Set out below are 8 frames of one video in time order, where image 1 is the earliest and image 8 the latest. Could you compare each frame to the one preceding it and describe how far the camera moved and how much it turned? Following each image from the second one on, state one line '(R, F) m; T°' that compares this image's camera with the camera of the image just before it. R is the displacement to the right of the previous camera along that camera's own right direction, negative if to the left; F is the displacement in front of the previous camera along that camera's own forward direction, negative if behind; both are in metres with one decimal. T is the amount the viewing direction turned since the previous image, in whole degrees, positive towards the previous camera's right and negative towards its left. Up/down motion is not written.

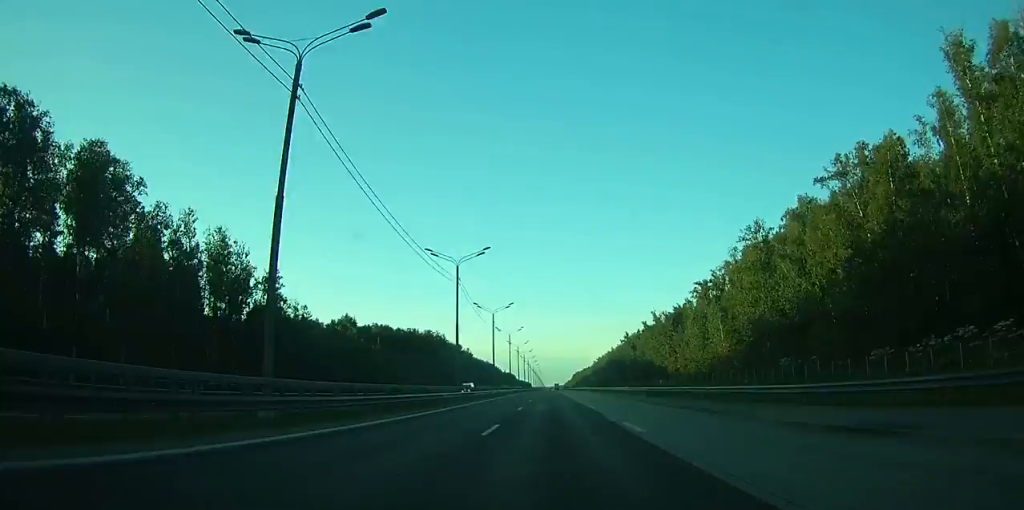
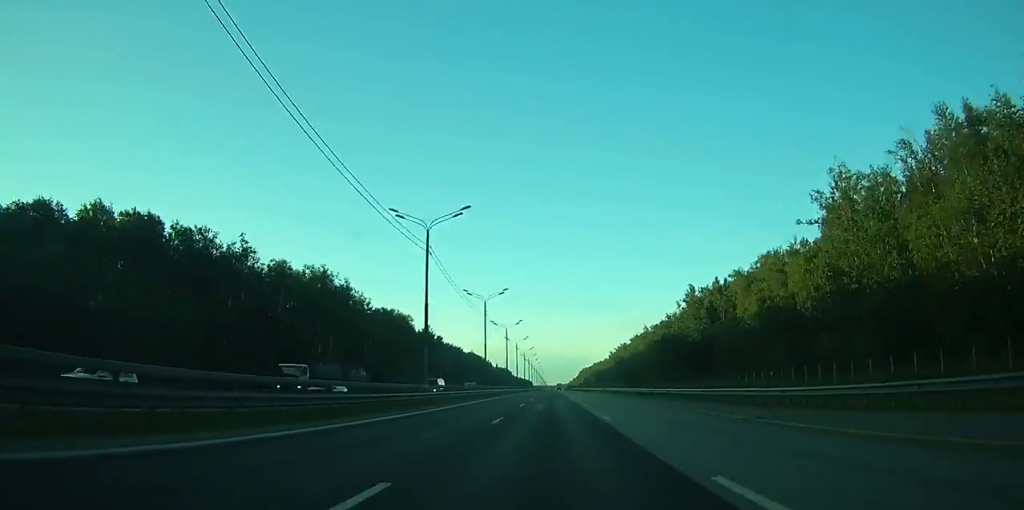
(-0.8, +121.3) m; -1°
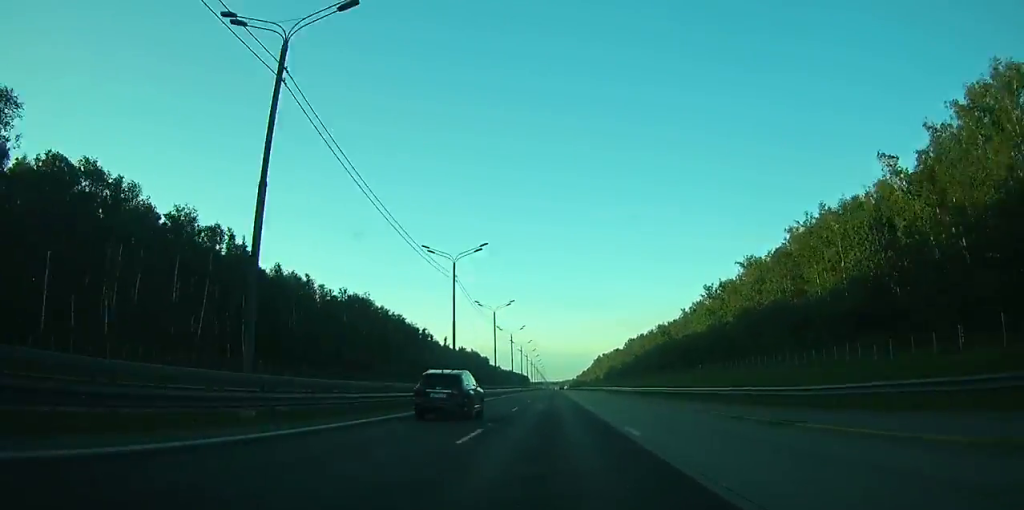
(-0.4, +248.5) m; 0°
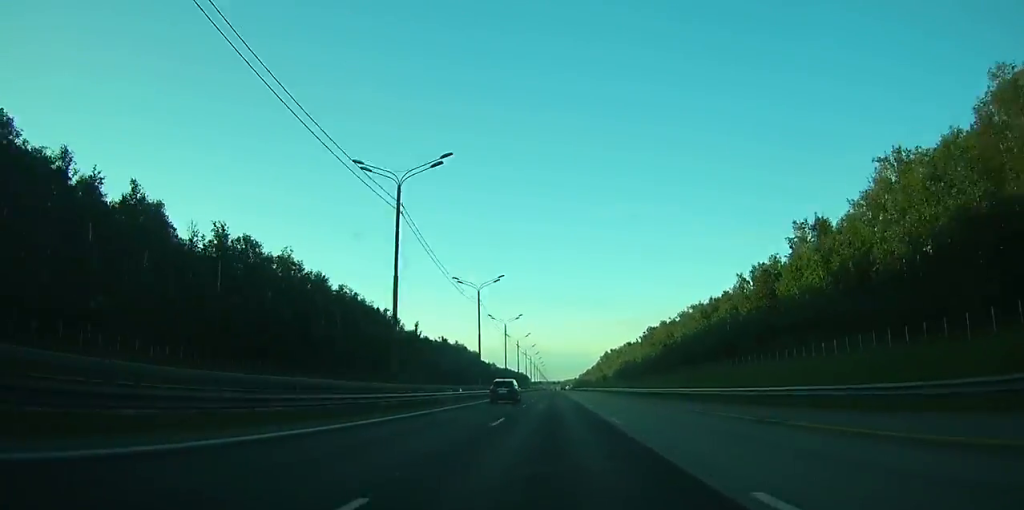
(0.0, +58.1) m; 0°
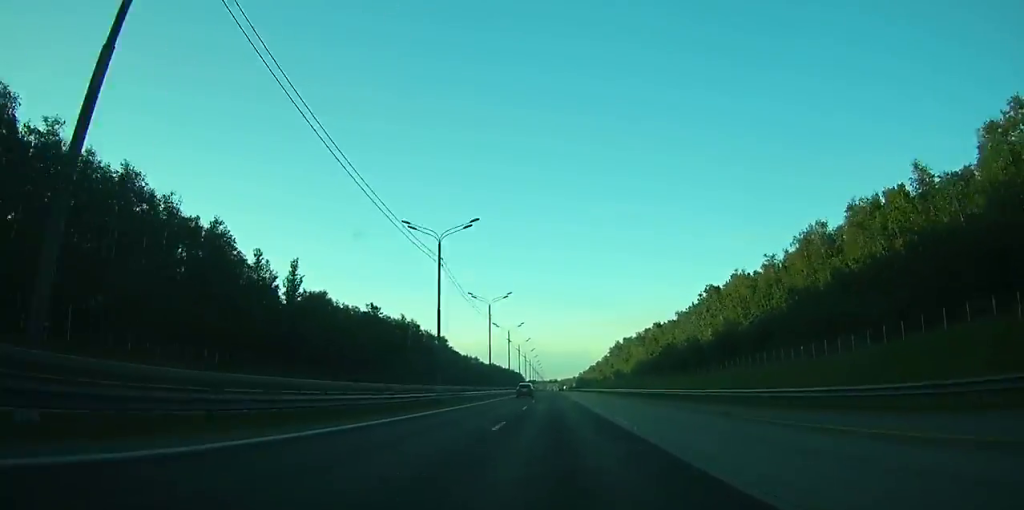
(0.0, +95.5) m; 0°
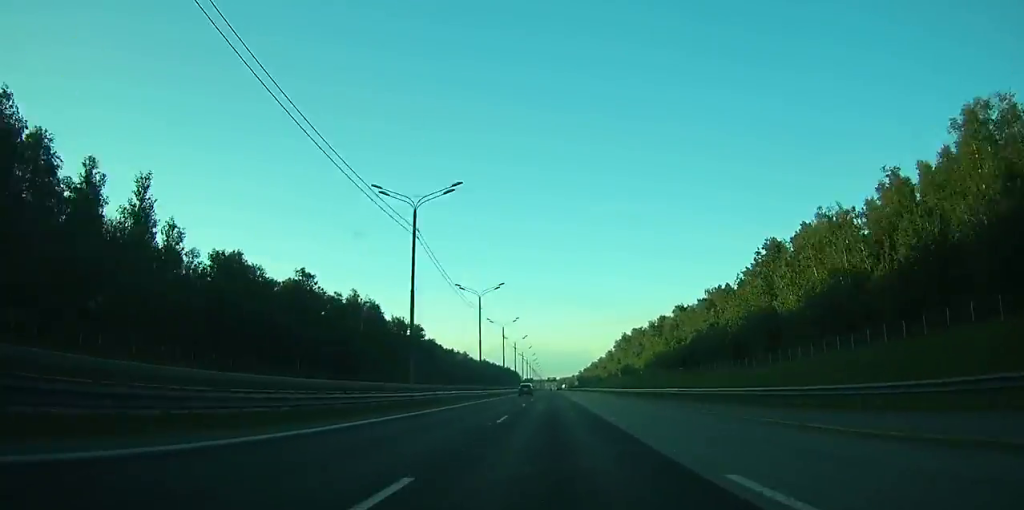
(+0.1, +41.7) m; 0°
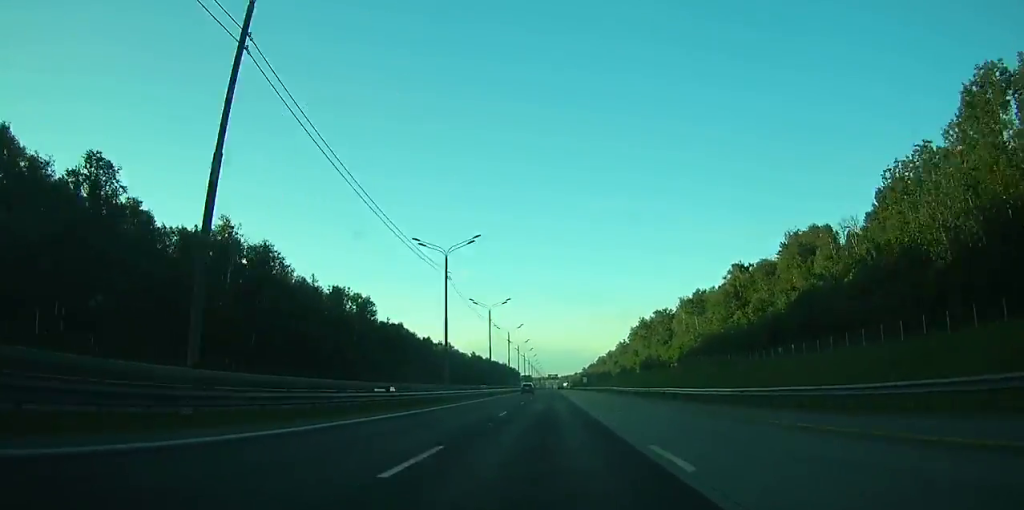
(0.0, +55.0) m; 0°
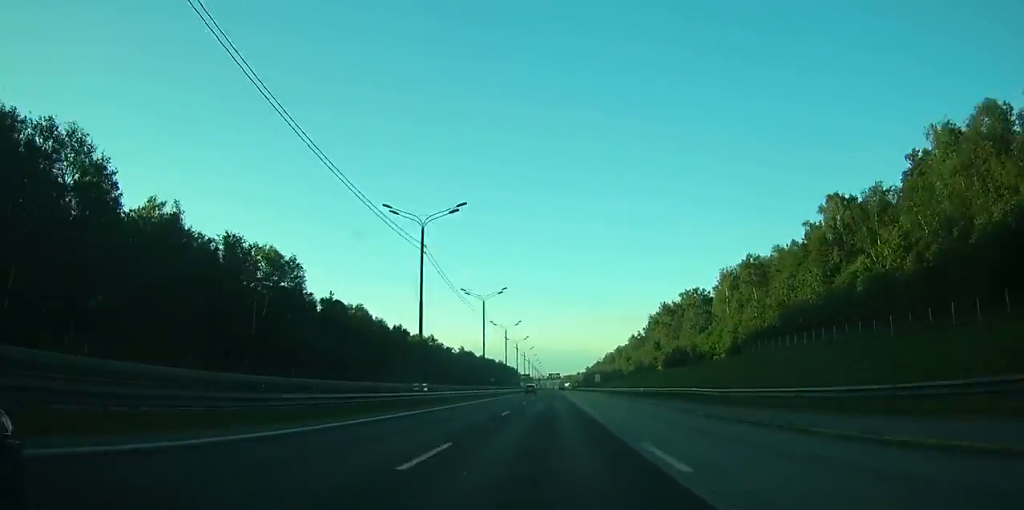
(0.0, +42.7) m; 0°
